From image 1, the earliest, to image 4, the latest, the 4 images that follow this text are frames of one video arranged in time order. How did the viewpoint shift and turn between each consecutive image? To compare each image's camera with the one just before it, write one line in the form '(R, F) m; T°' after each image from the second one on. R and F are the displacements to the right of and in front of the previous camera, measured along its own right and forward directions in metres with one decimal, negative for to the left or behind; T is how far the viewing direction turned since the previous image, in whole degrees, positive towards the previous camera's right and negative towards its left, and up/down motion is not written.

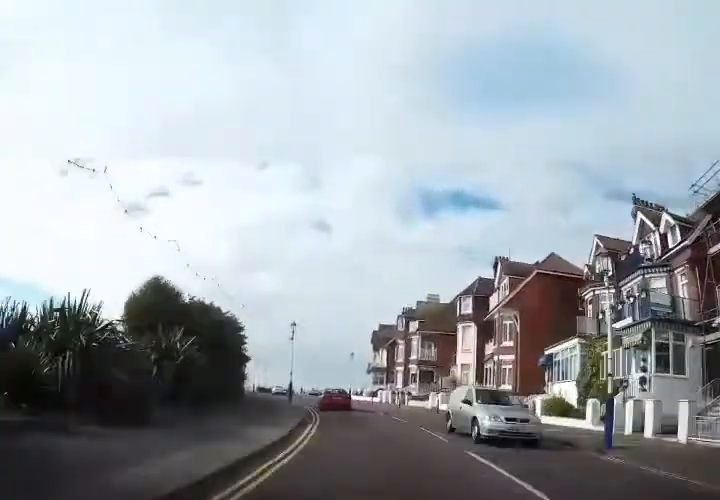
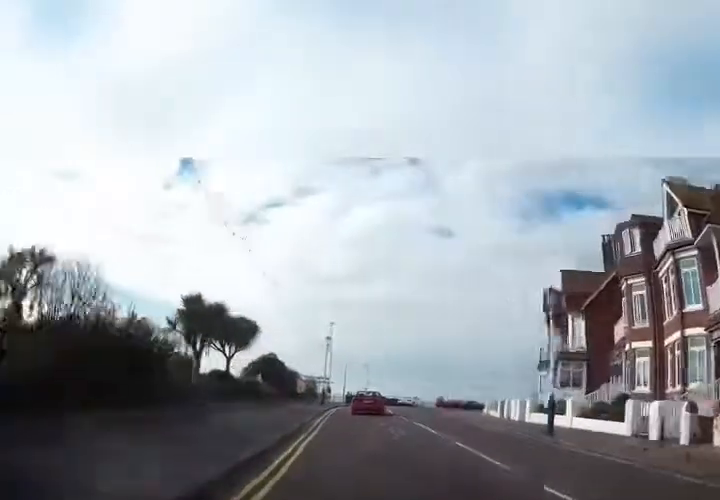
(-2.8, +33.6) m; -12°
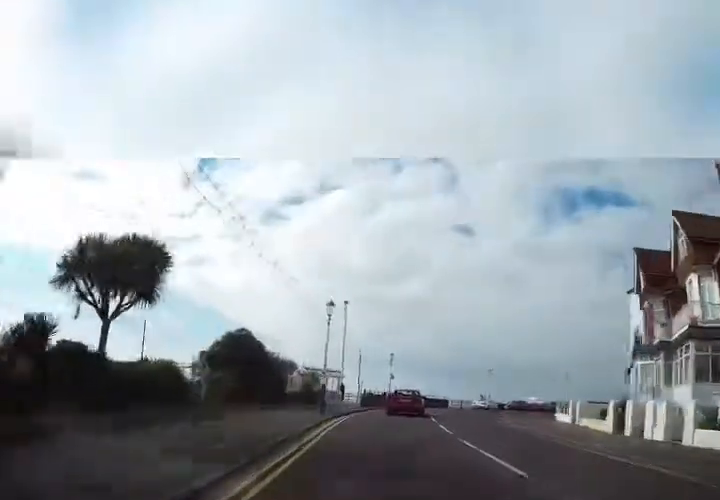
(-0.7, +13.5) m; -4°
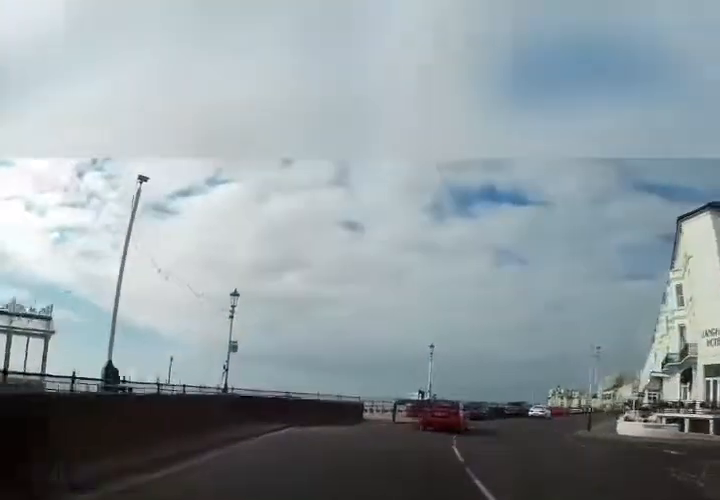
(+0.7, +29.3) m; +10°
